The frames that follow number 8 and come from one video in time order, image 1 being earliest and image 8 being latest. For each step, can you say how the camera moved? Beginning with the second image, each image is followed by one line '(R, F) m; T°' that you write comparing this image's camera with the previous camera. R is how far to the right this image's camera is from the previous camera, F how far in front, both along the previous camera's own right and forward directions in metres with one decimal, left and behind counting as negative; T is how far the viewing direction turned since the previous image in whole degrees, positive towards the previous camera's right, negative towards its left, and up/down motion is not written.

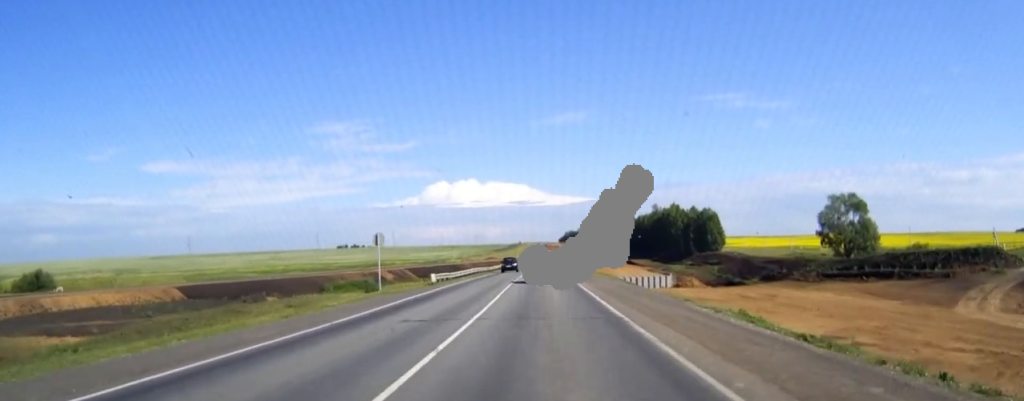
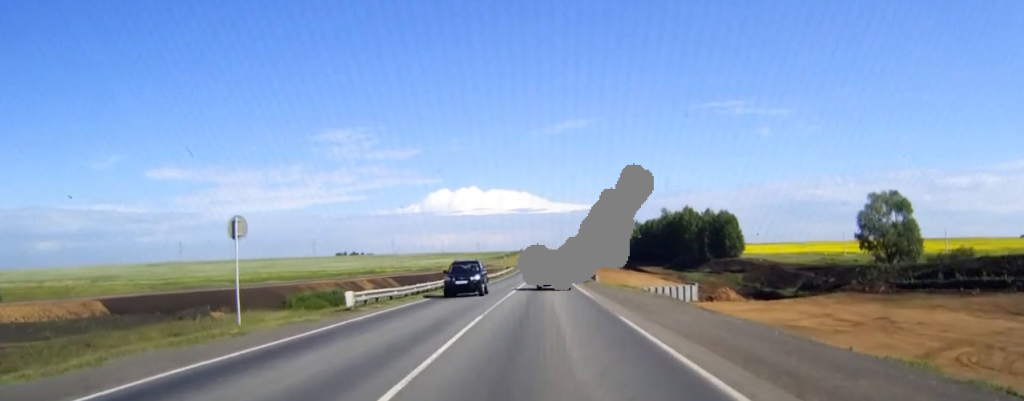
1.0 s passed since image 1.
(0.0, +19.3) m; 0°
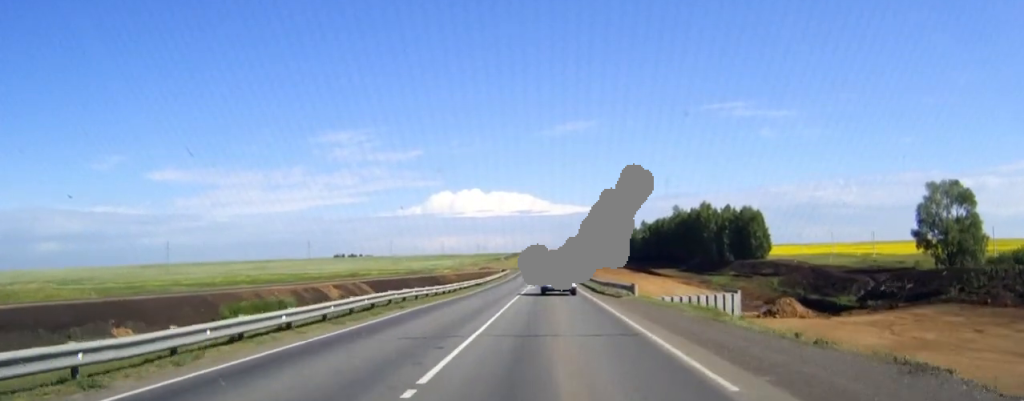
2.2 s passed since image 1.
(0.0, +22.6) m; 0°
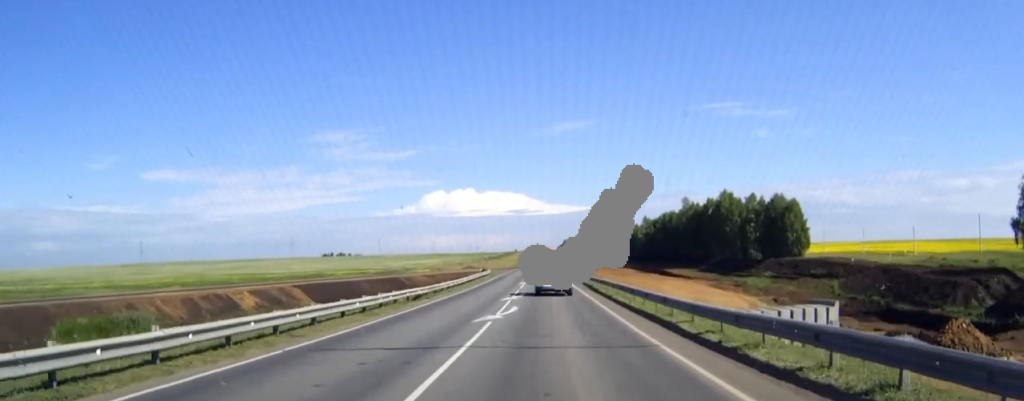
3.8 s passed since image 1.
(+0.1, +30.6) m; 0°
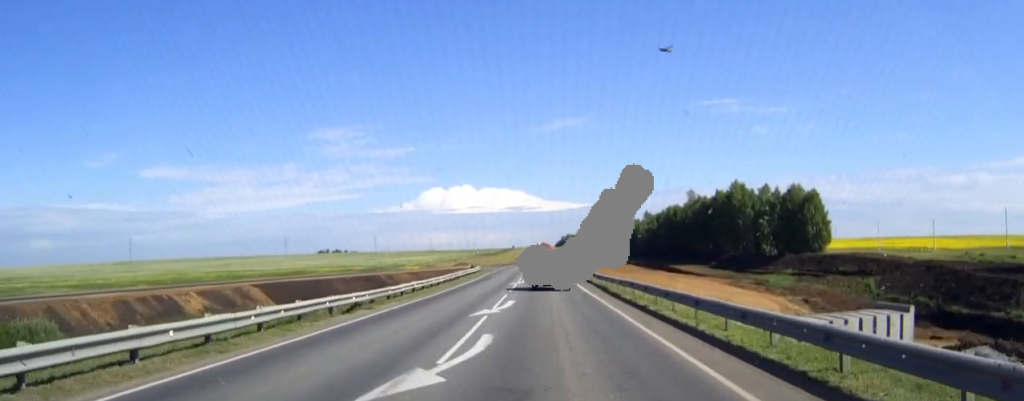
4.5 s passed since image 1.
(0.0, +12.4) m; 0°
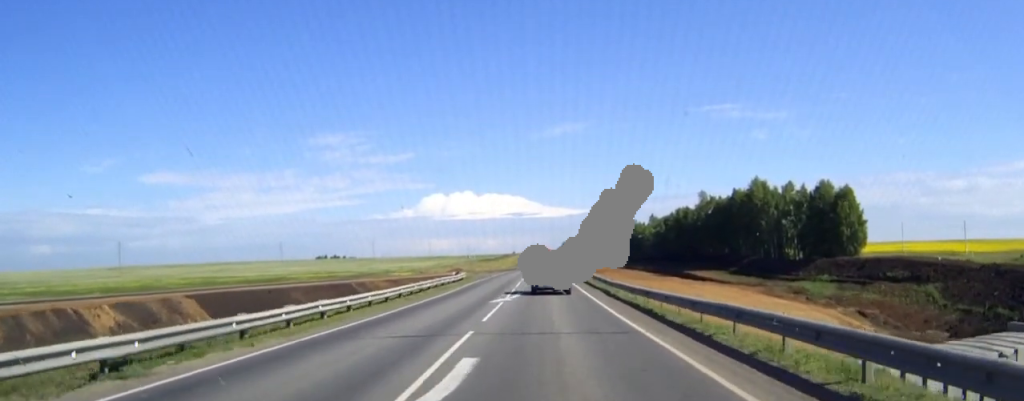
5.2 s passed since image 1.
(0.0, +15.5) m; 0°
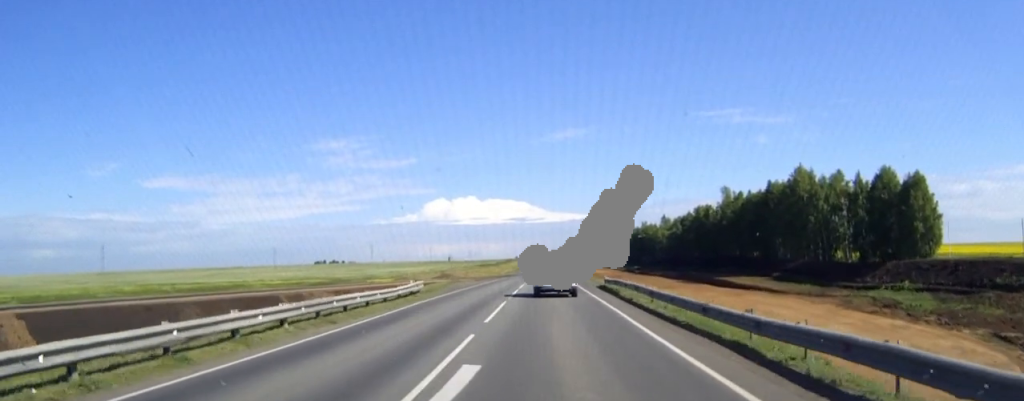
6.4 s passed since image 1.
(0.0, +25.1) m; 0°
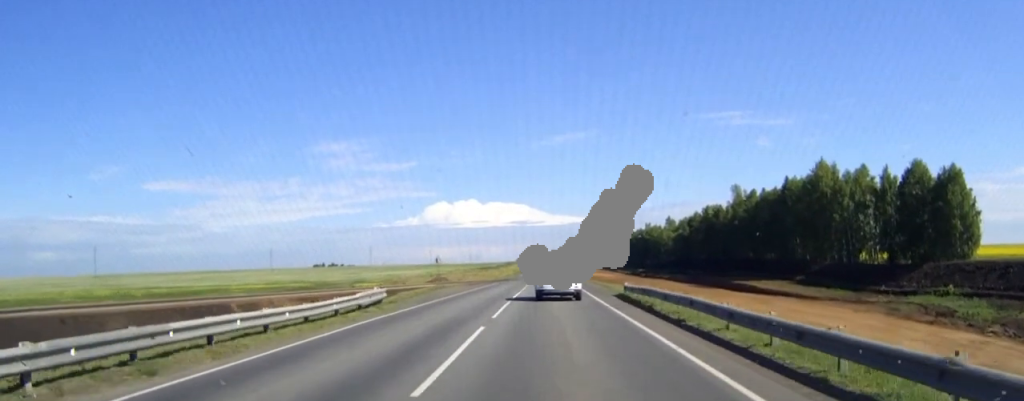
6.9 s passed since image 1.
(0.0, +10.1) m; 0°
